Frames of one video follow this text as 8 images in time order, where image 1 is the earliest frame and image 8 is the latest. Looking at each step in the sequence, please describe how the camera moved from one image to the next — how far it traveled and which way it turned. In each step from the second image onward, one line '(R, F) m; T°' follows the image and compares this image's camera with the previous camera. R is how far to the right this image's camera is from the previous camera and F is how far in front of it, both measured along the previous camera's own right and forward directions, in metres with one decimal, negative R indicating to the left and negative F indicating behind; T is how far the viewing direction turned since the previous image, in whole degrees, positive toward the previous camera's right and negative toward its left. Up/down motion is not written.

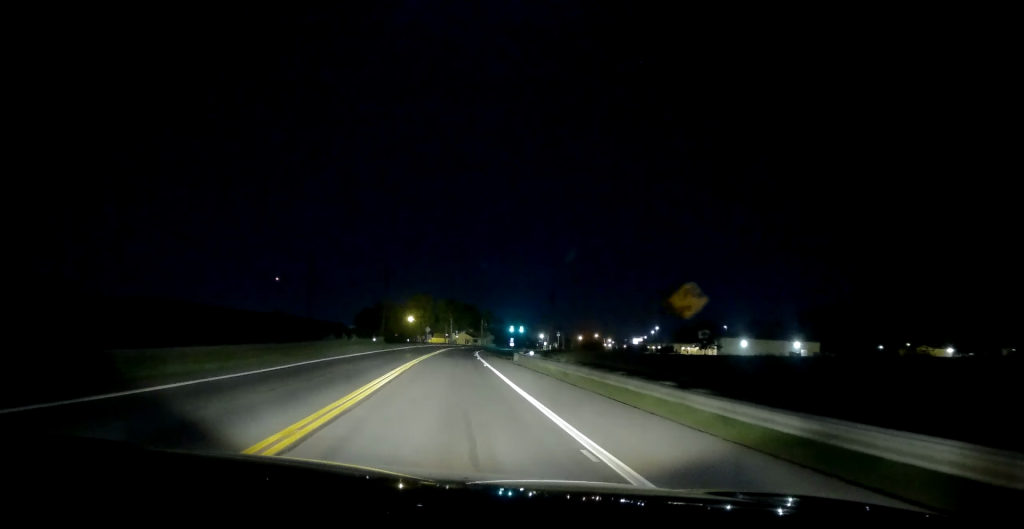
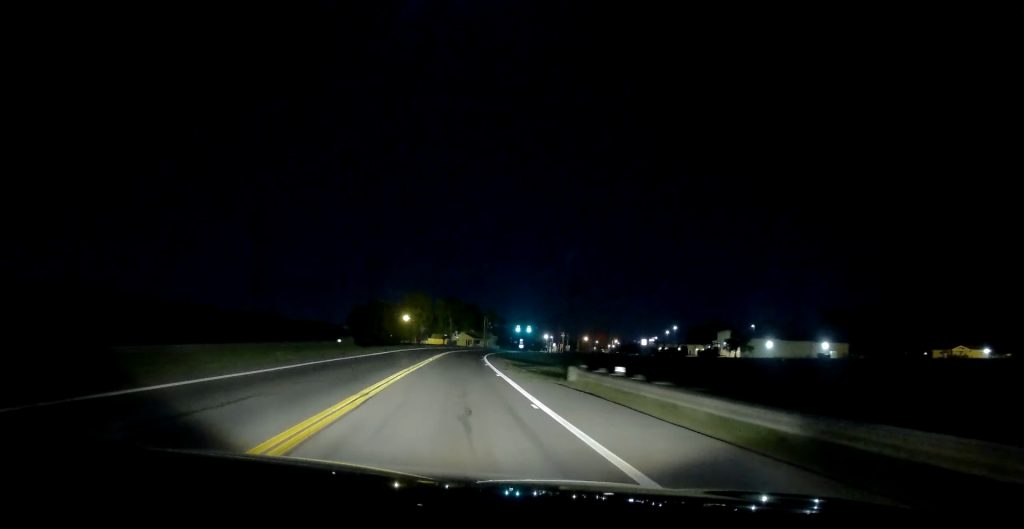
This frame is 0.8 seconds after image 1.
(+0.2, +19.5) m; +1°
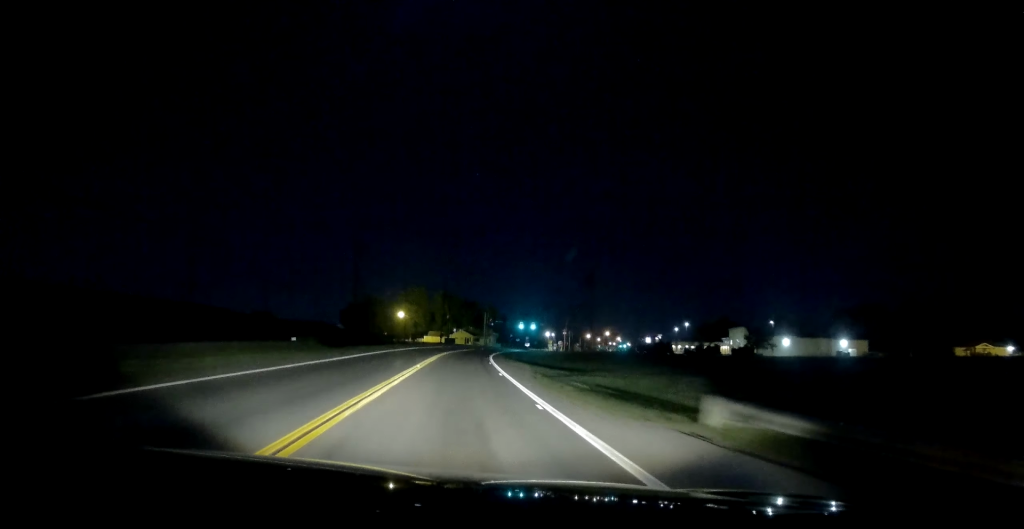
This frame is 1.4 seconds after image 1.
(+0.2, +12.4) m; 0°
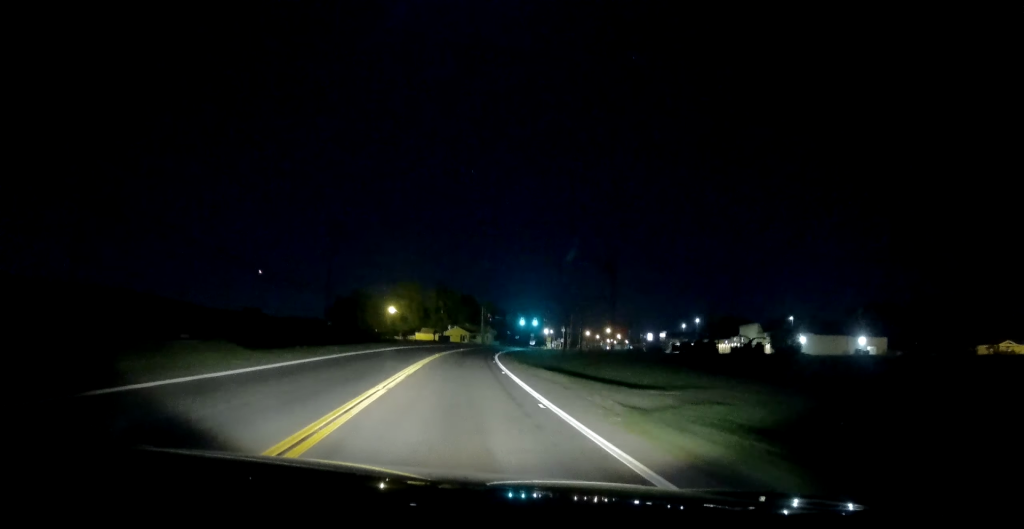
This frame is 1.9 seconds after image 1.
(+0.1, +13.0) m; 0°
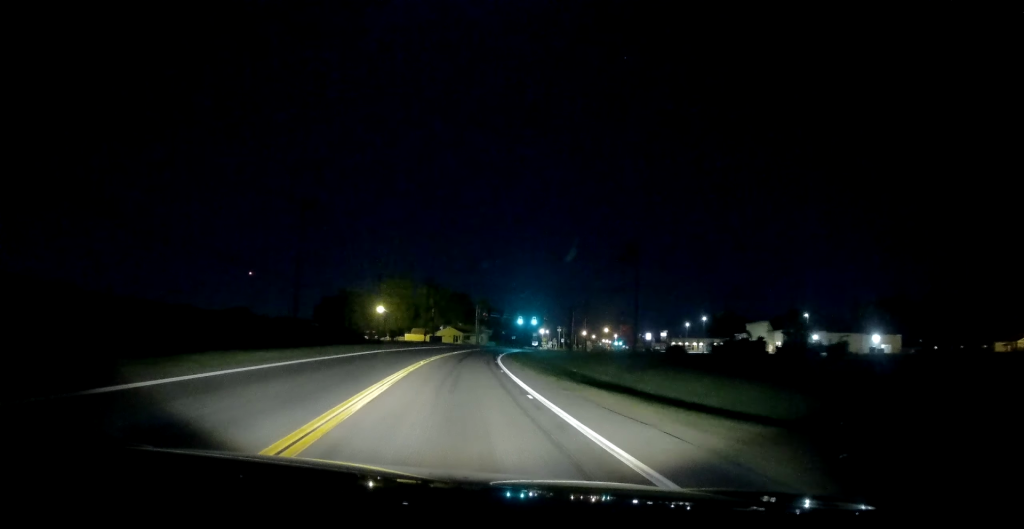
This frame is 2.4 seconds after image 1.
(-0.1, +10.6) m; 0°
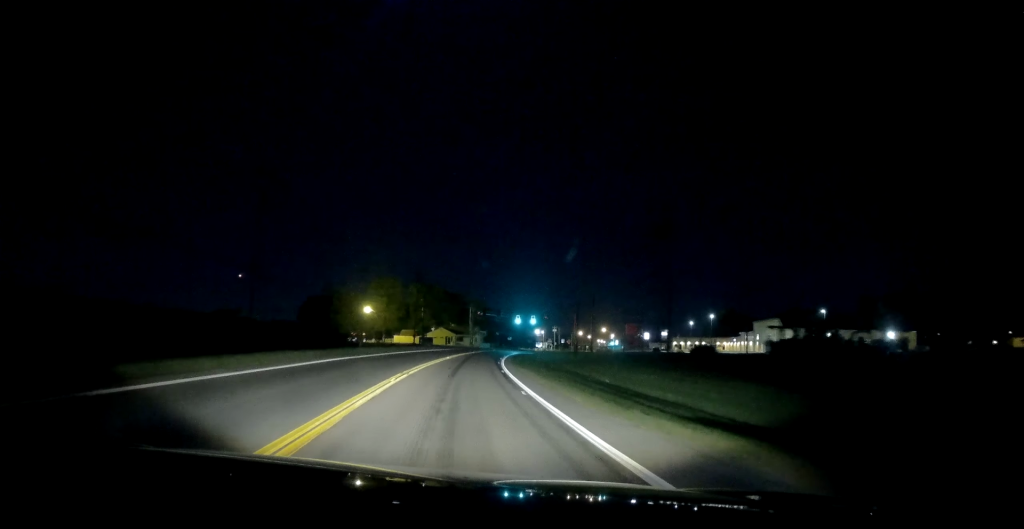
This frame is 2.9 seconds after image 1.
(0.0, +10.5) m; 0°
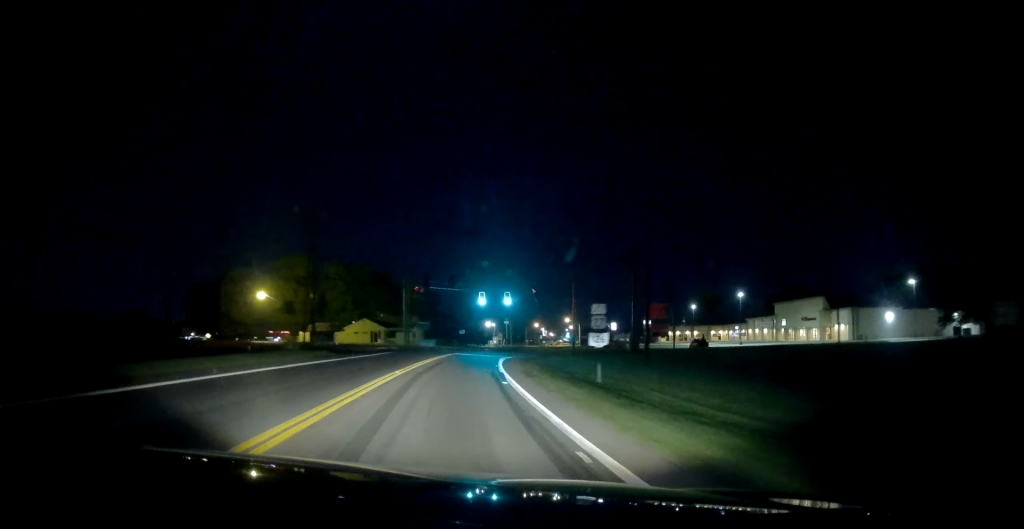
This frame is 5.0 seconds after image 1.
(+0.4, +47.0) m; +2°
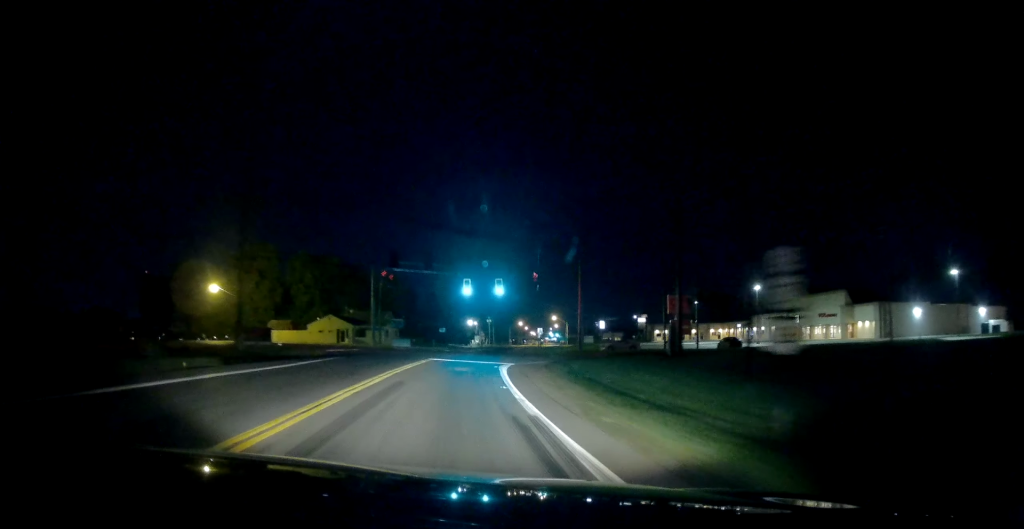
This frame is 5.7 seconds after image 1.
(+0.6, +14.4) m; +1°
